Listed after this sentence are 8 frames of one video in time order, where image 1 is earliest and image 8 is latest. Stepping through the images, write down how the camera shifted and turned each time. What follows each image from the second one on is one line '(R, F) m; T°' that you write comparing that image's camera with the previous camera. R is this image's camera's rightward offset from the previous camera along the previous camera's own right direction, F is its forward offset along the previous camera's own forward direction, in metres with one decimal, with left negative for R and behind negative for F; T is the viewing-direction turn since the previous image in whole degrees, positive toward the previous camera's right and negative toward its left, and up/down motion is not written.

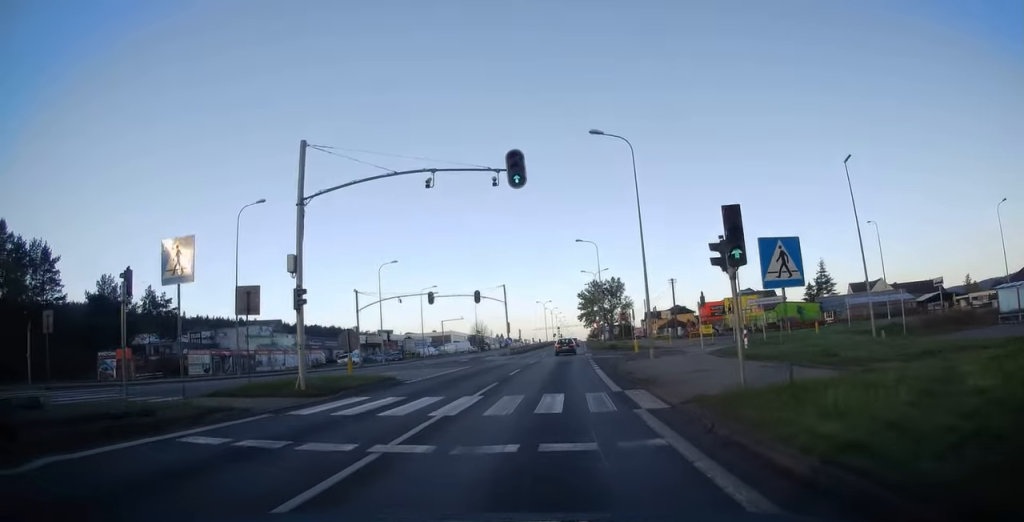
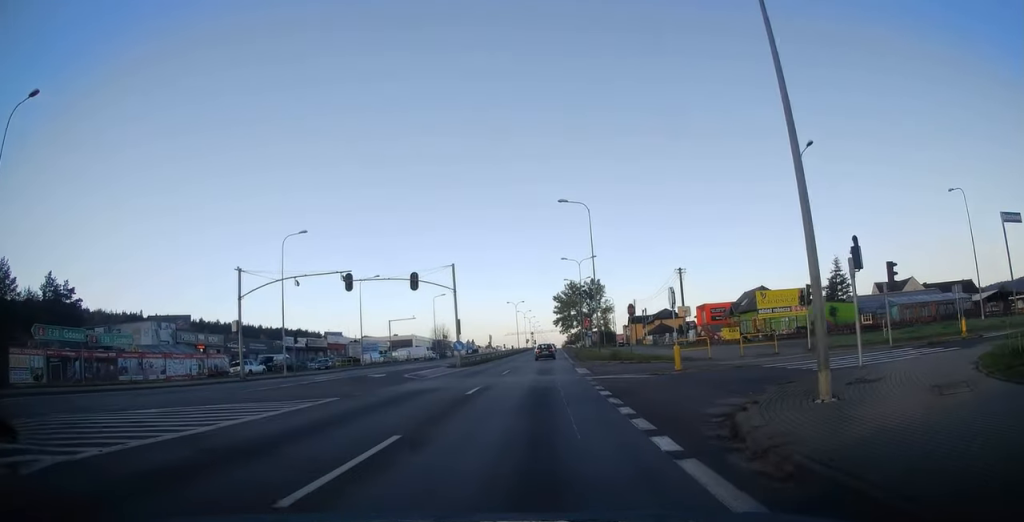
(+0.4, +20.2) m; +3°
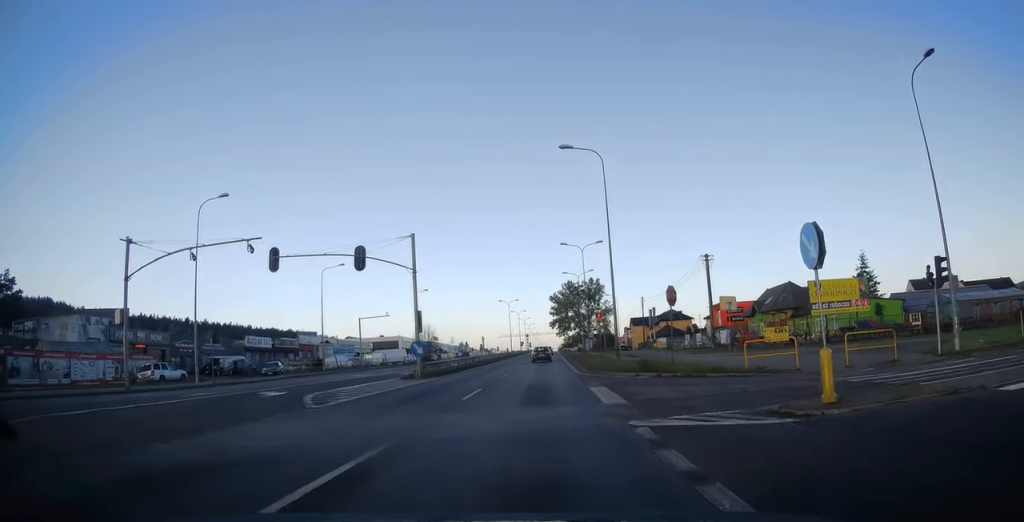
(+0.3, +12.6) m; +1°
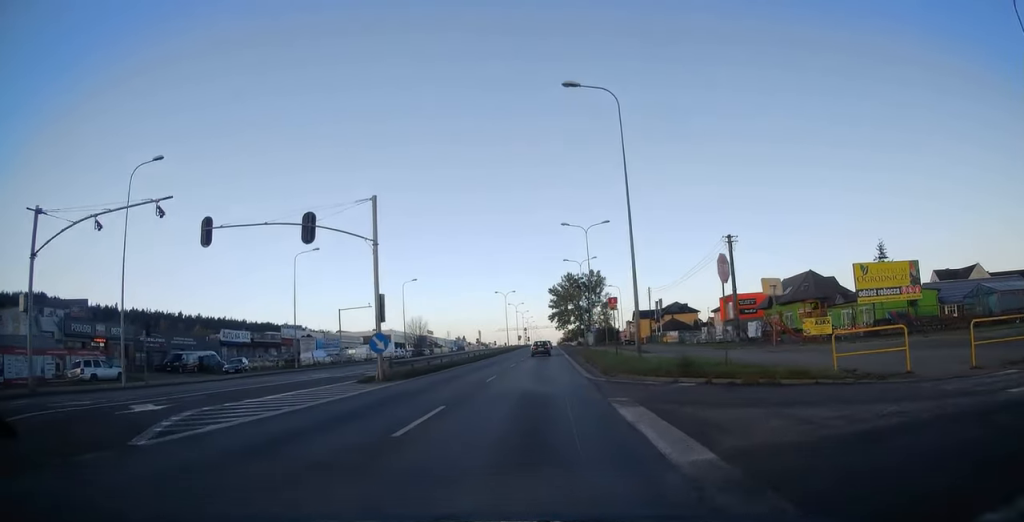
(+0.1, +7.2) m; +1°
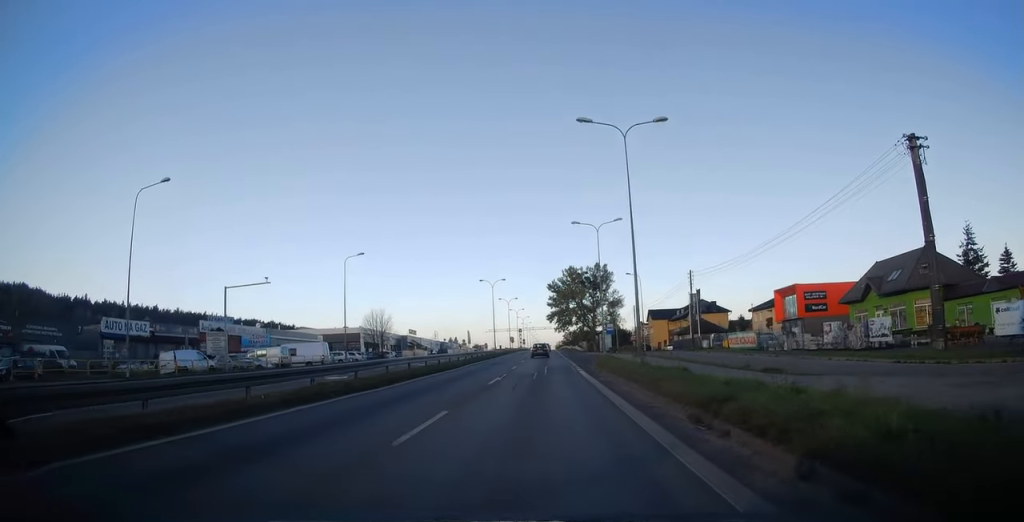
(+0.1, +25.8) m; 0°
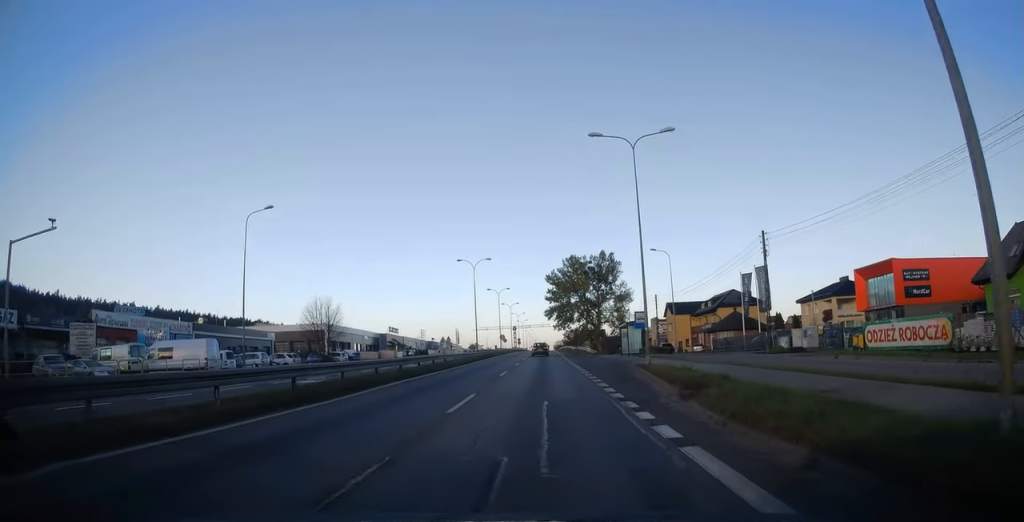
(0.0, +21.8) m; 0°
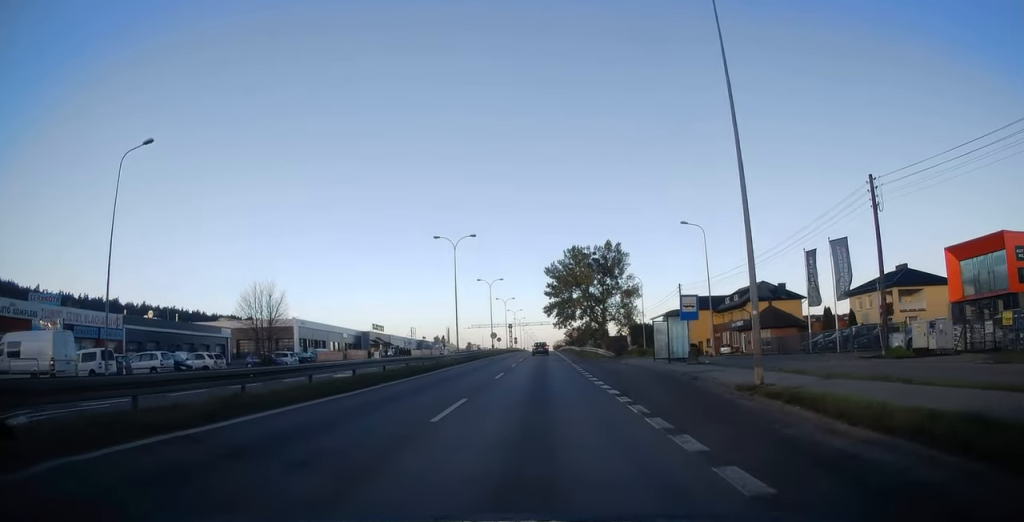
(0.0, +14.8) m; 0°
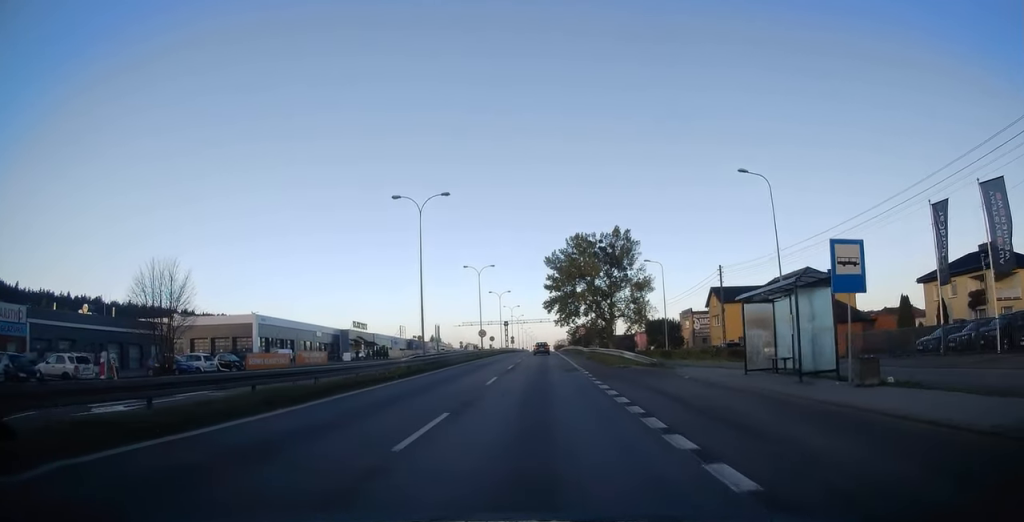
(0.0, +15.6) m; 0°
